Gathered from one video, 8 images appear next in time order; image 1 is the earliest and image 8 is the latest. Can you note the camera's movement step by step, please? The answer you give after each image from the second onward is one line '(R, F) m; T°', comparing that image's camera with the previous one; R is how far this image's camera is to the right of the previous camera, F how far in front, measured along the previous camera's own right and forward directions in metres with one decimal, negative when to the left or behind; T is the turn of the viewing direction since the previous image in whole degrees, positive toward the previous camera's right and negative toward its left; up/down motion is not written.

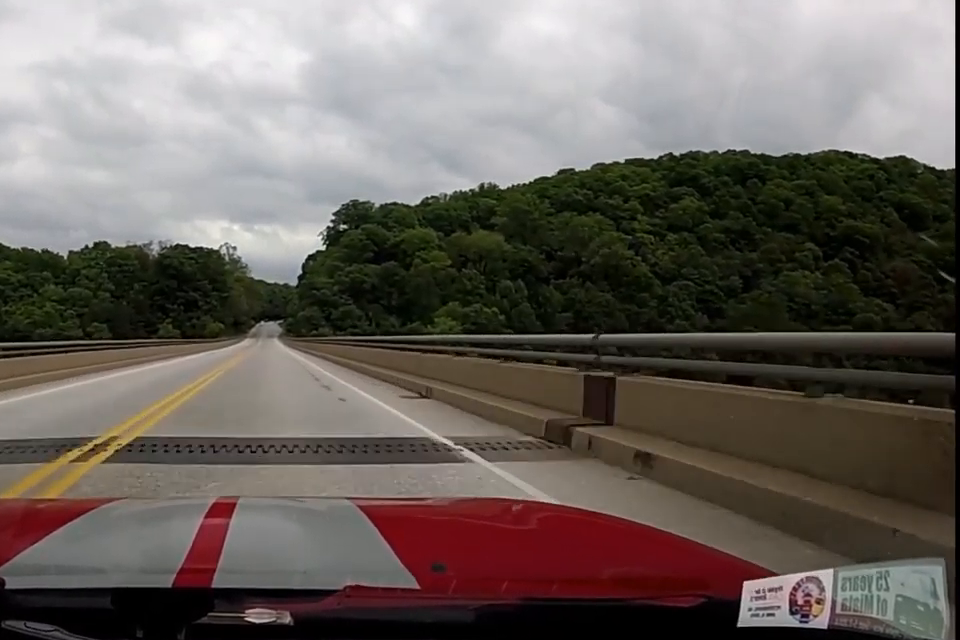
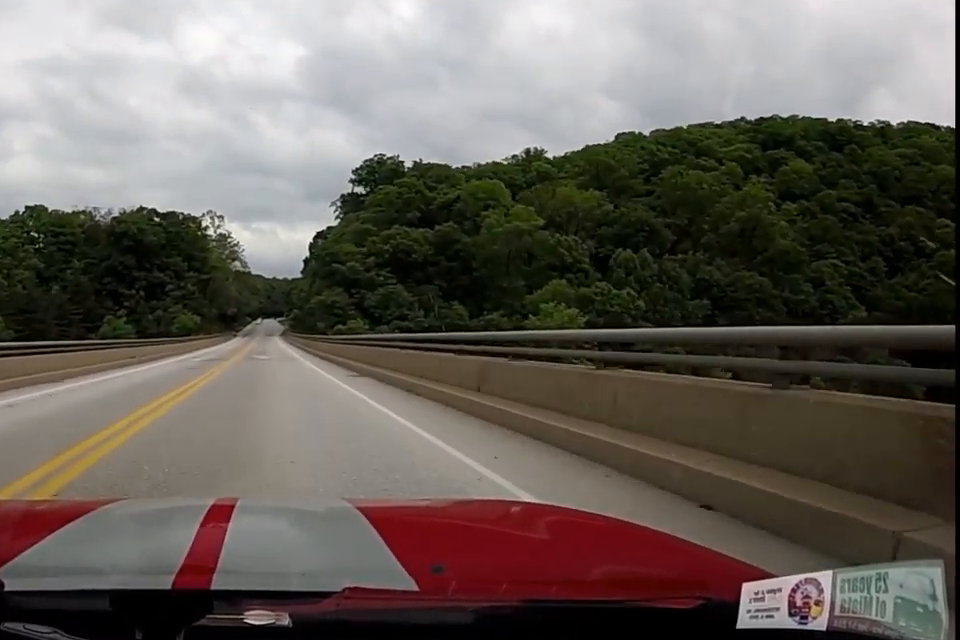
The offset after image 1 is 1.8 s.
(+0.5, +48.4) m; +1°
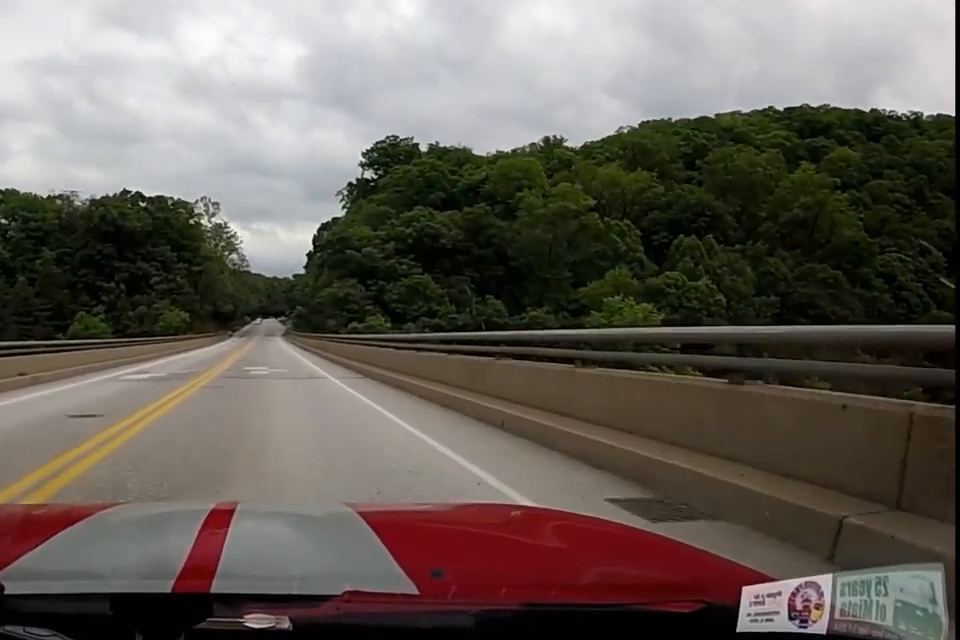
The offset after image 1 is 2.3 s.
(0.0, +14.8) m; 0°
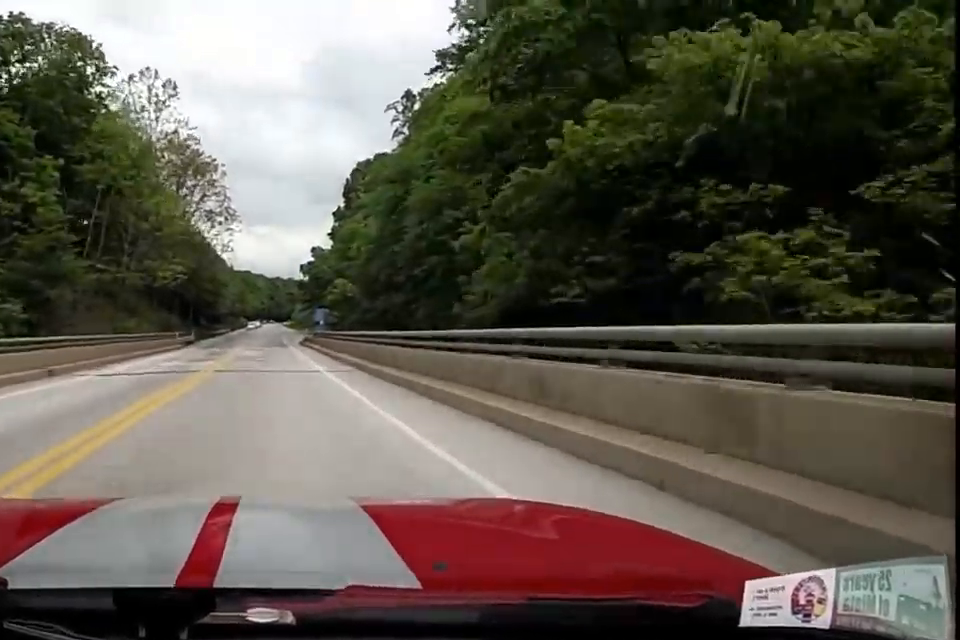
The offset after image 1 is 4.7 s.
(-6.7, +68.2) m; -13°
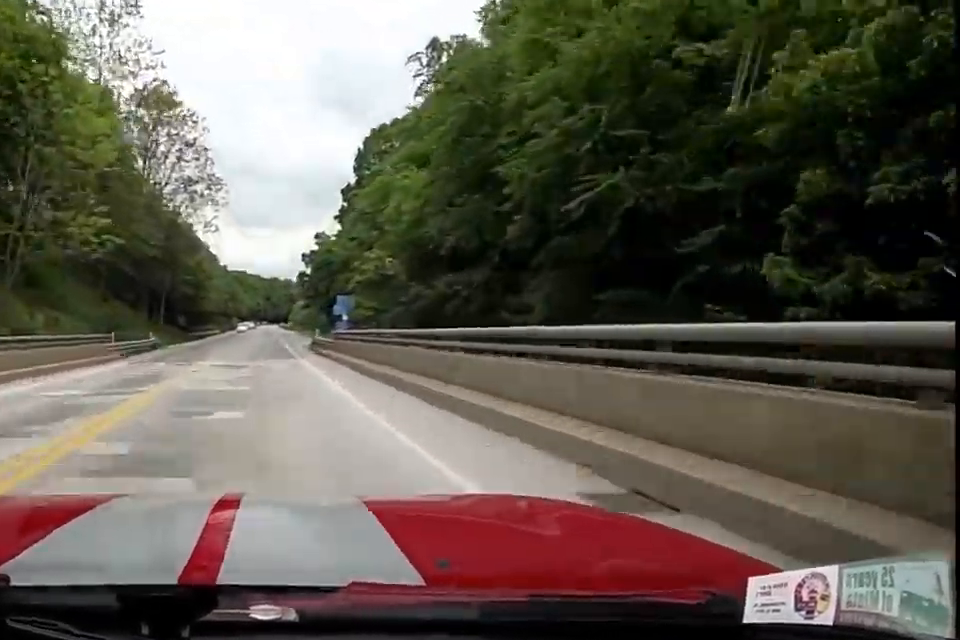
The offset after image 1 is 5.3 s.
(-2.2, +20.8) m; 0°
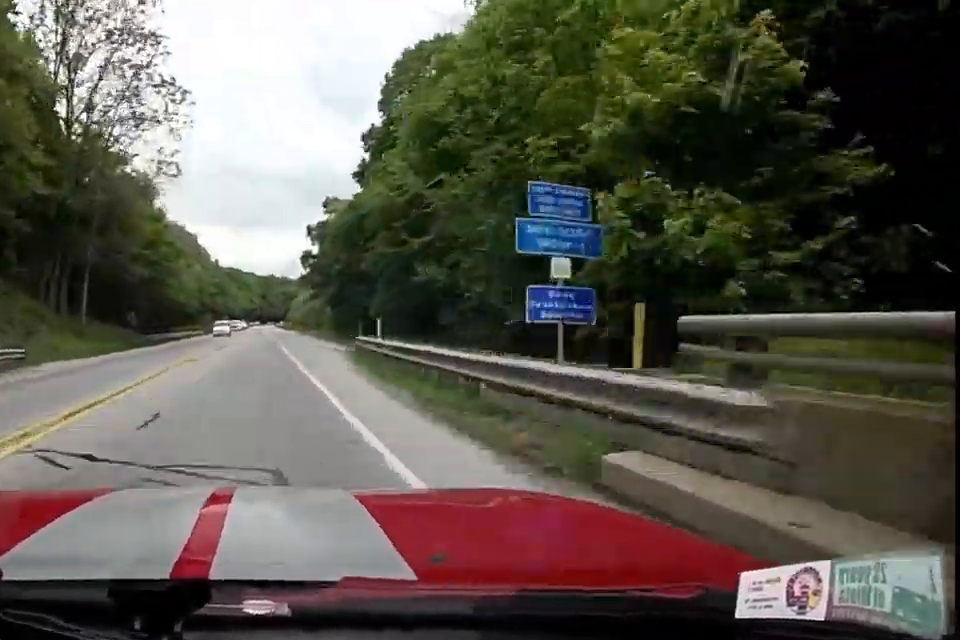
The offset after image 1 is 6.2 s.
(+2.7, +24.0) m; +14°
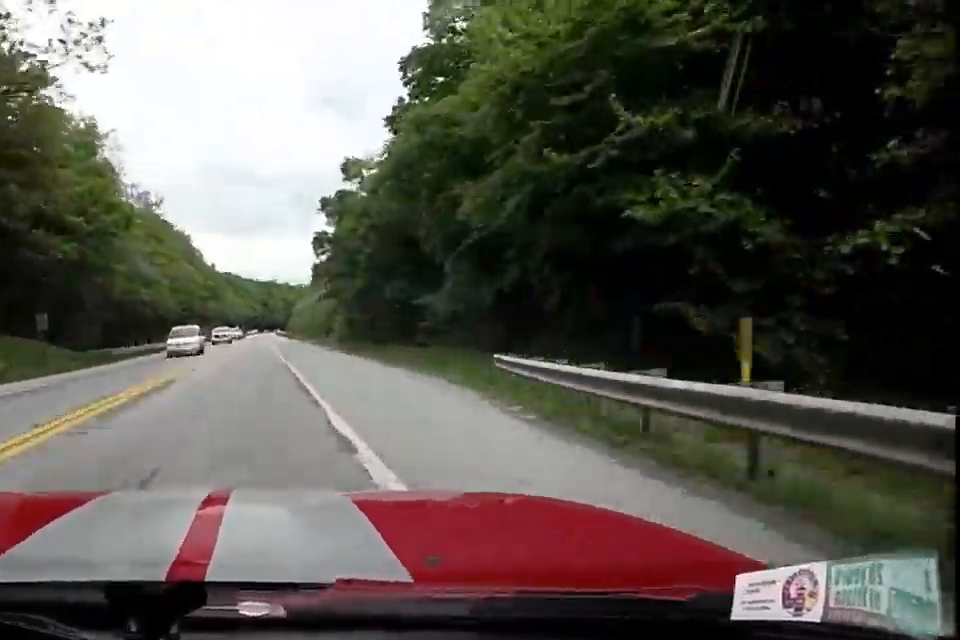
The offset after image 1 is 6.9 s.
(+2.6, +19.0) m; +6°
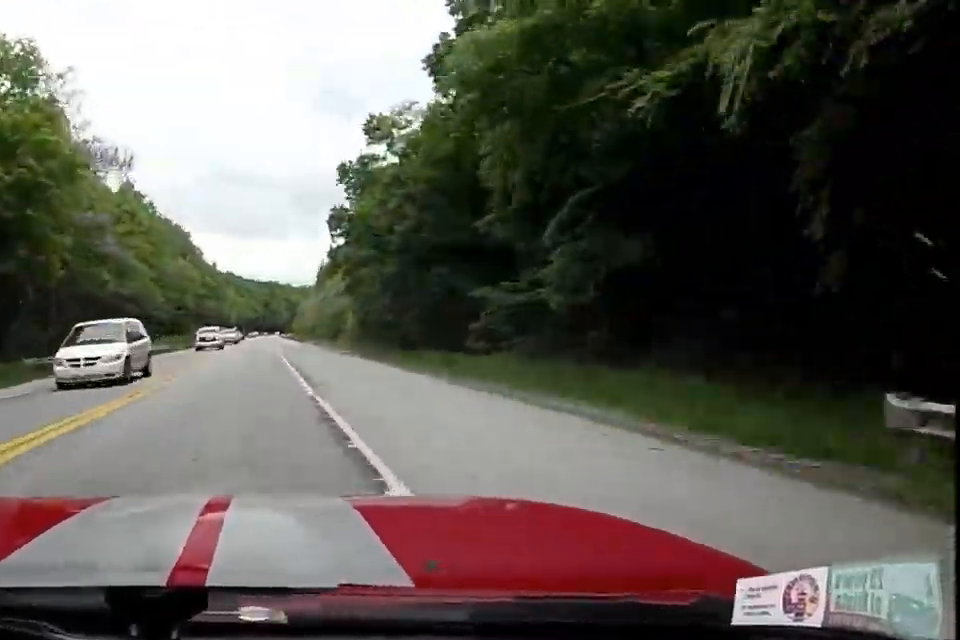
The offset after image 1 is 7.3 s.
(+0.6, +10.9) m; +3°
